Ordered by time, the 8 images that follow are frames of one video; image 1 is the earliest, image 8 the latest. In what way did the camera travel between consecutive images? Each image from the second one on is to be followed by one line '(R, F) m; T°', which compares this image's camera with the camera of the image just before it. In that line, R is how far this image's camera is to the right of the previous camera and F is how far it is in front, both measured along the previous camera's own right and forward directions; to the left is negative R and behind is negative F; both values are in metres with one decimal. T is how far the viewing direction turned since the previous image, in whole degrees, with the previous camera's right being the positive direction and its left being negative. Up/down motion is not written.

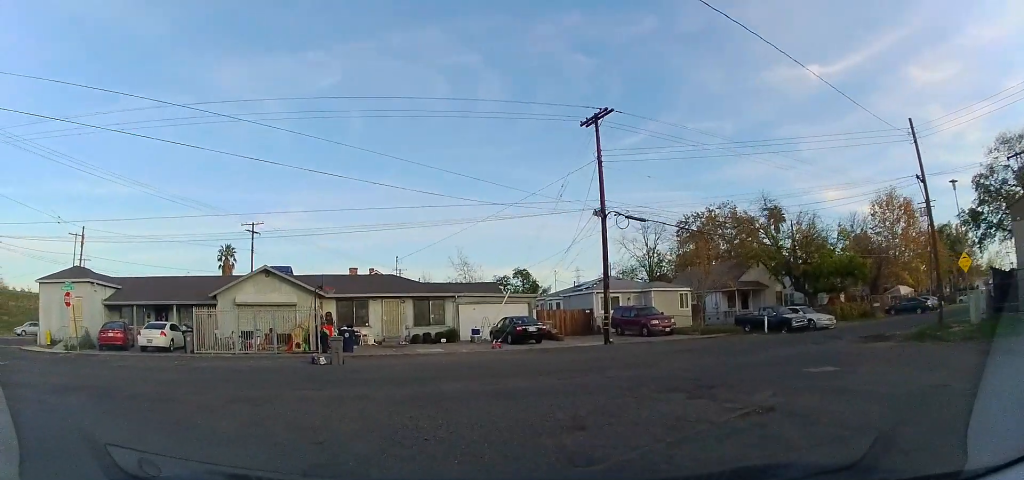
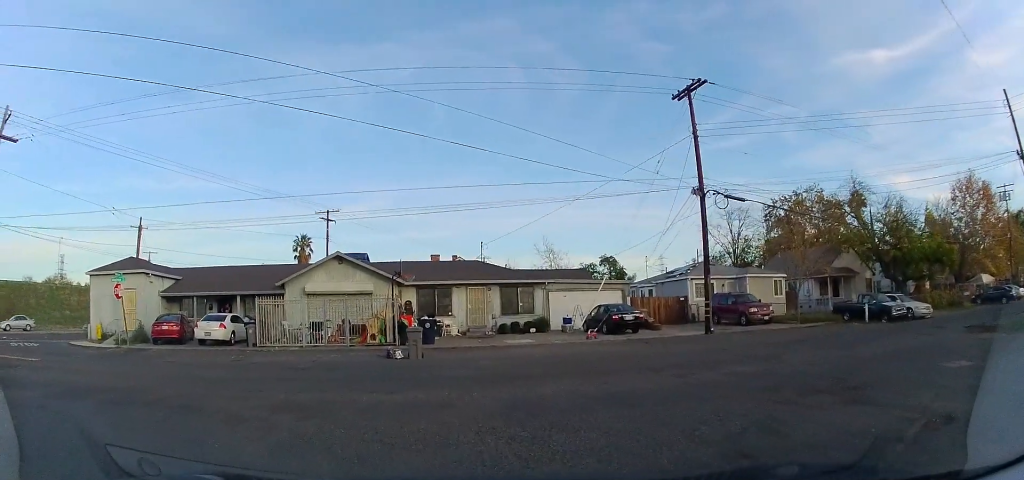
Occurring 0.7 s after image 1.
(-0.3, +2.1) m; -8°
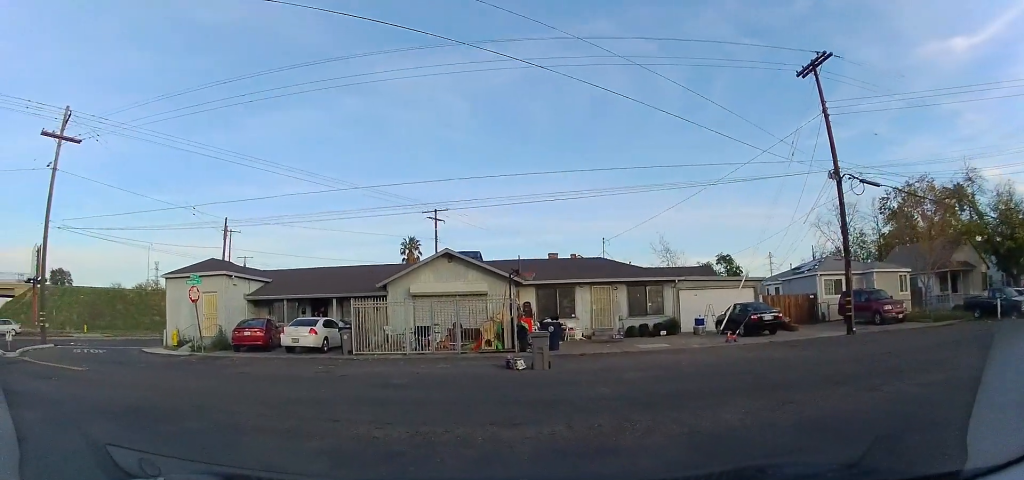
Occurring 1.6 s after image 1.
(-0.3, +2.8) m; -9°
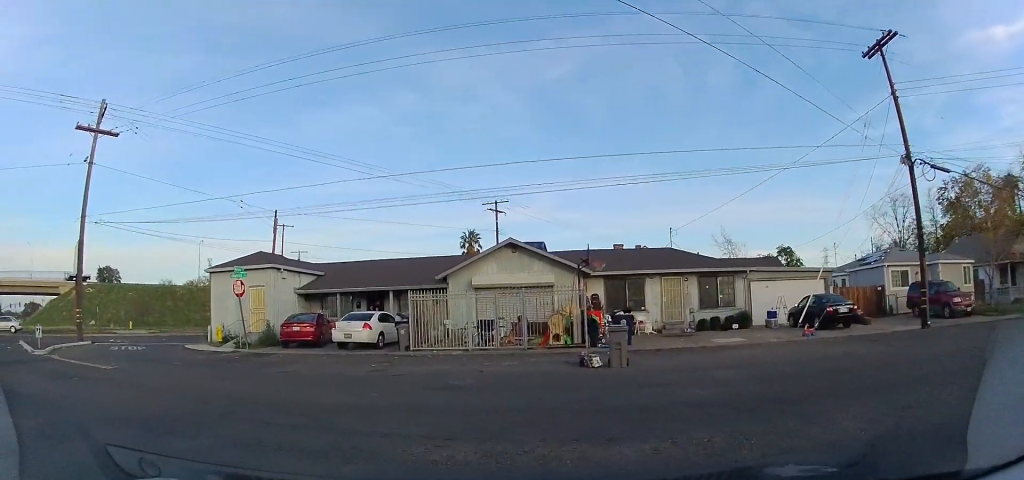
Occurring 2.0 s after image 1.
(+0.1, +1.3) m; -4°
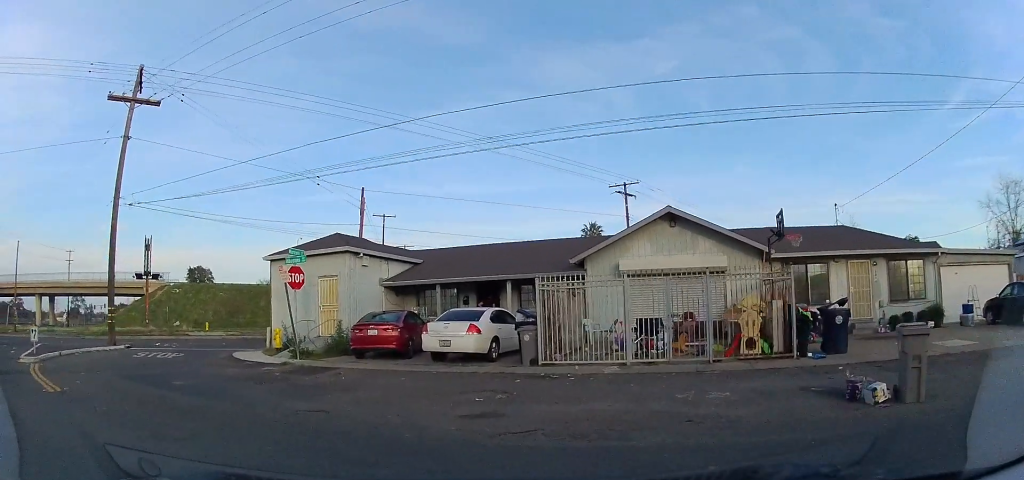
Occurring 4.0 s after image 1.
(-1.1, +5.9) m; -21°
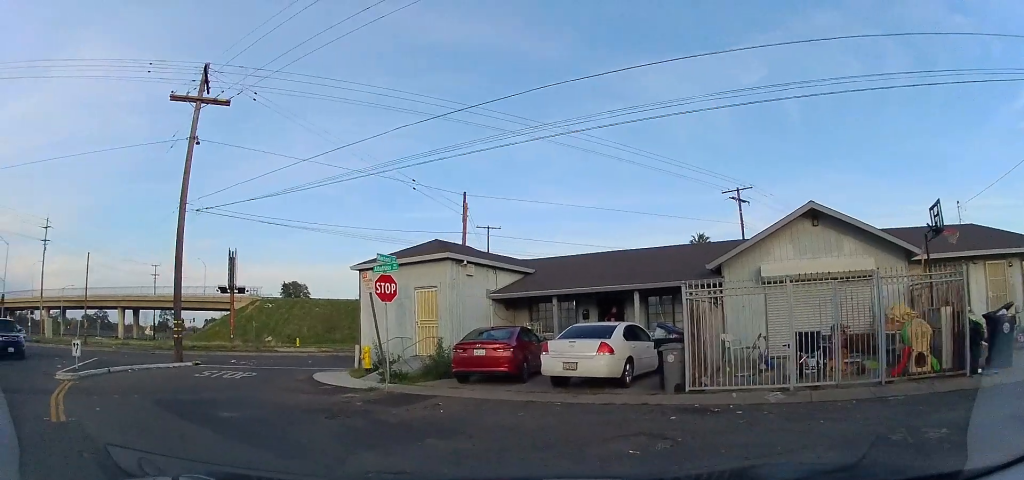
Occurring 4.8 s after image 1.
(-0.3, +2.6) m; -11°
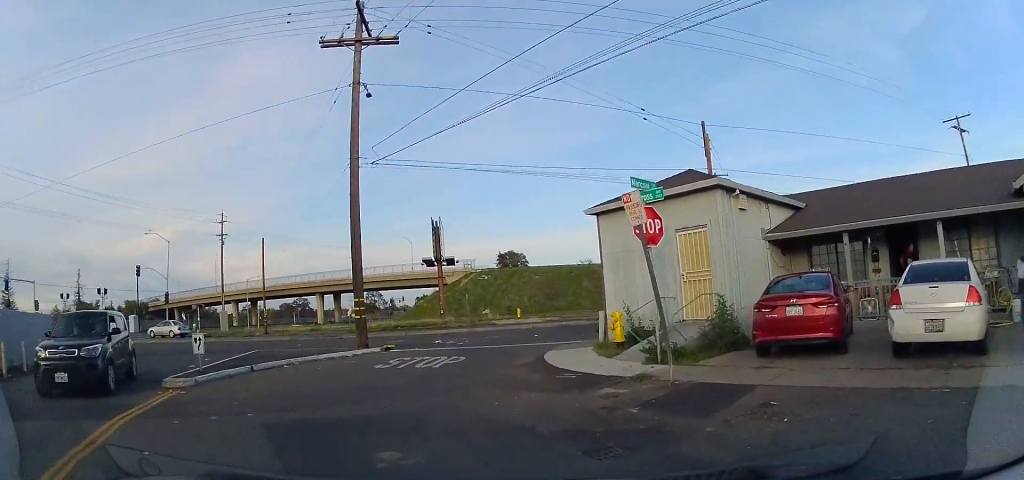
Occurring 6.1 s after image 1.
(-0.7, +4.3) m; -20°
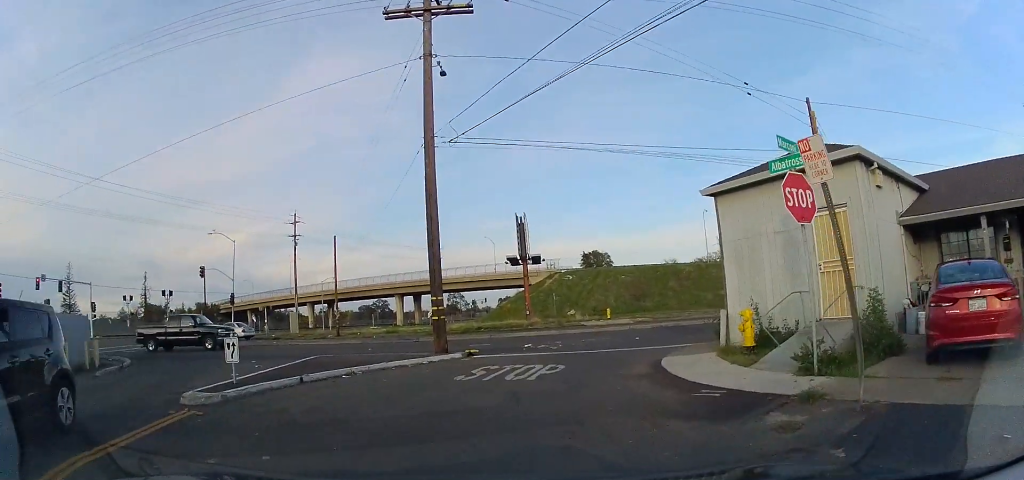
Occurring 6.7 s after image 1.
(-0.3, +2.3) m; -7°
